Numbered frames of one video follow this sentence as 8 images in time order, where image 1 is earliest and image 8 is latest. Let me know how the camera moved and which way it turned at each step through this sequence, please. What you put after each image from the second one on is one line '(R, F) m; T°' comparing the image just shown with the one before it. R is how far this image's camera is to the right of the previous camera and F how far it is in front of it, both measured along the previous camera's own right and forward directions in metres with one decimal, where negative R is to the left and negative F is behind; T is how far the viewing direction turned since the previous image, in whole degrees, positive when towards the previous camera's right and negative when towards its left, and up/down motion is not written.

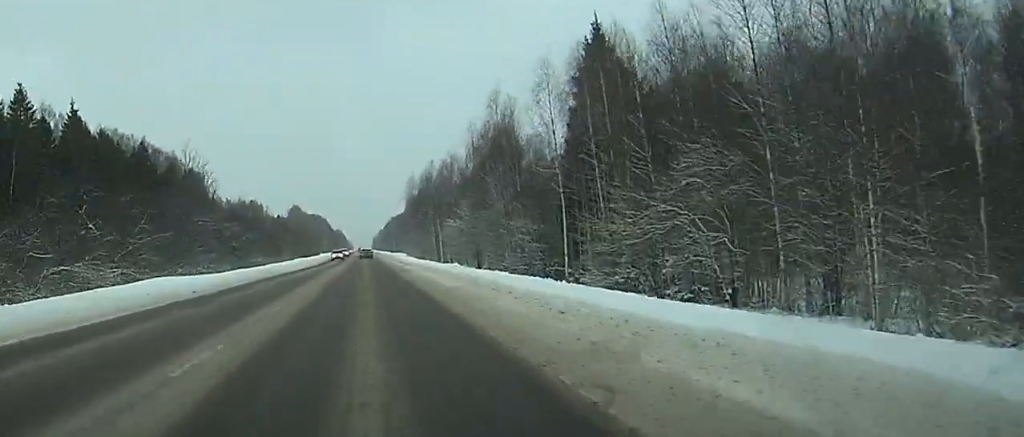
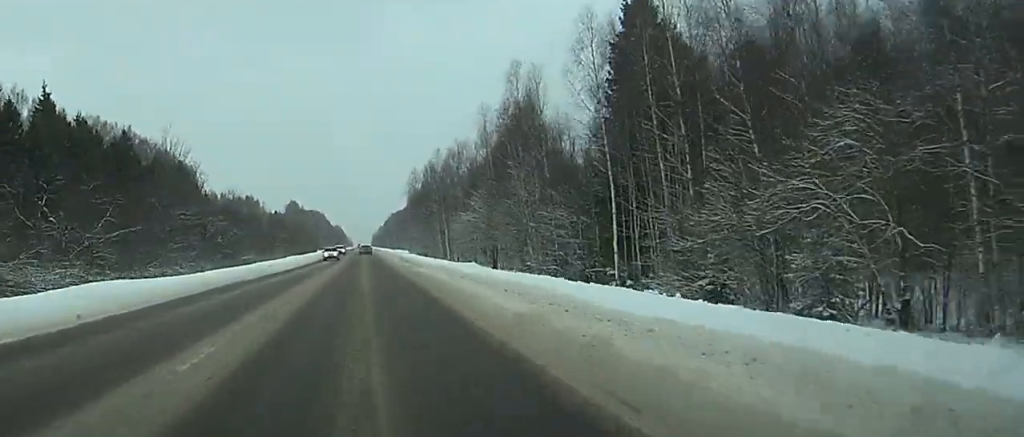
(-0.2, +11.4) m; 0°
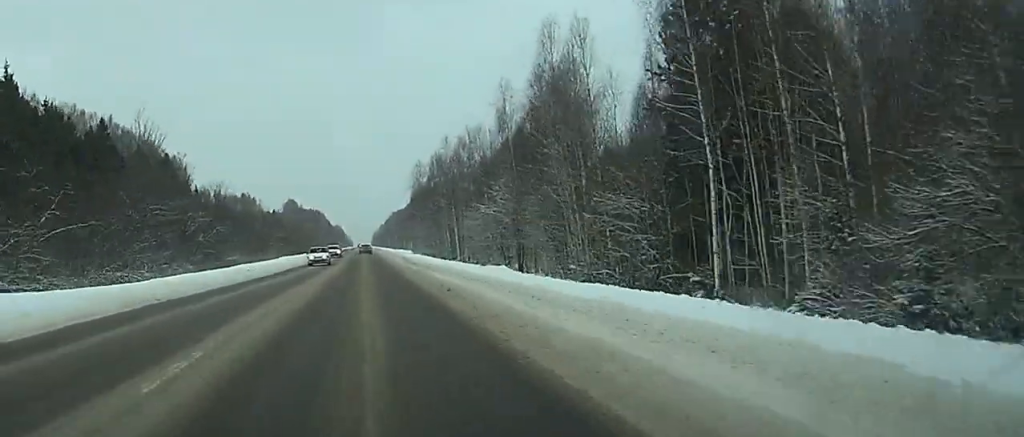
(-0.8, +13.2) m; +2°
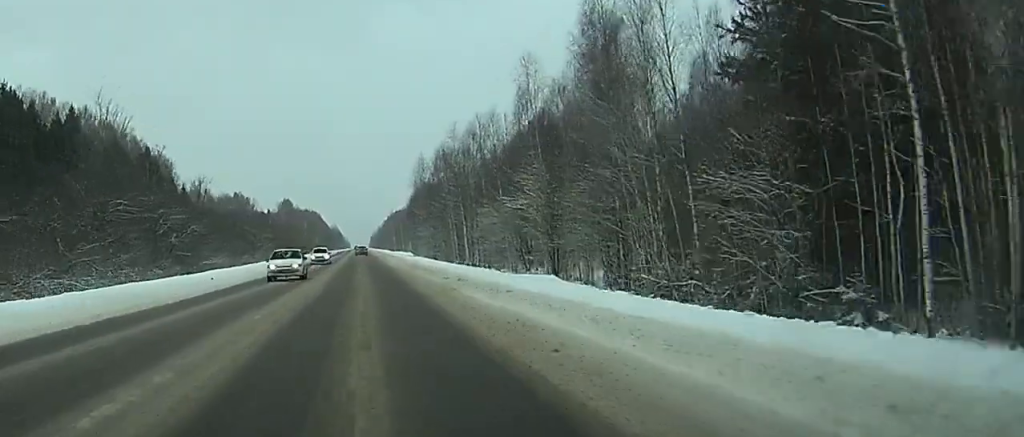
(+0.2, +13.0) m; +2°
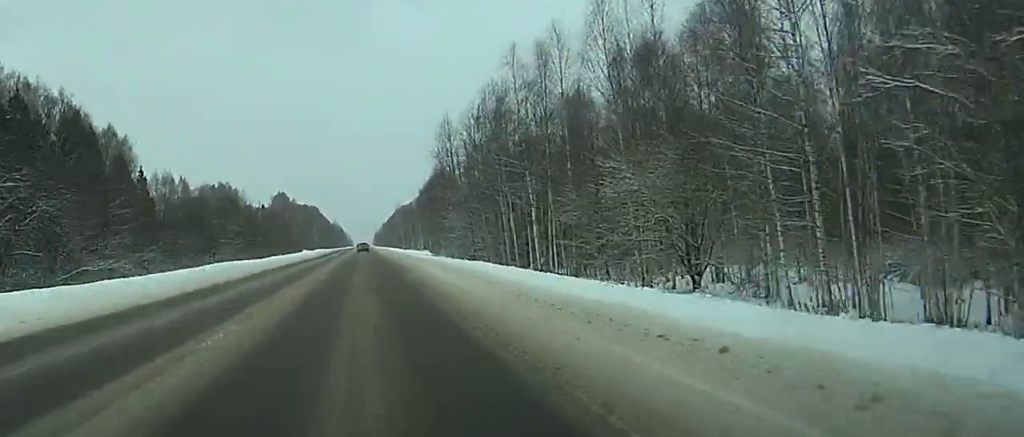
(+1.5, +41.0) m; 0°
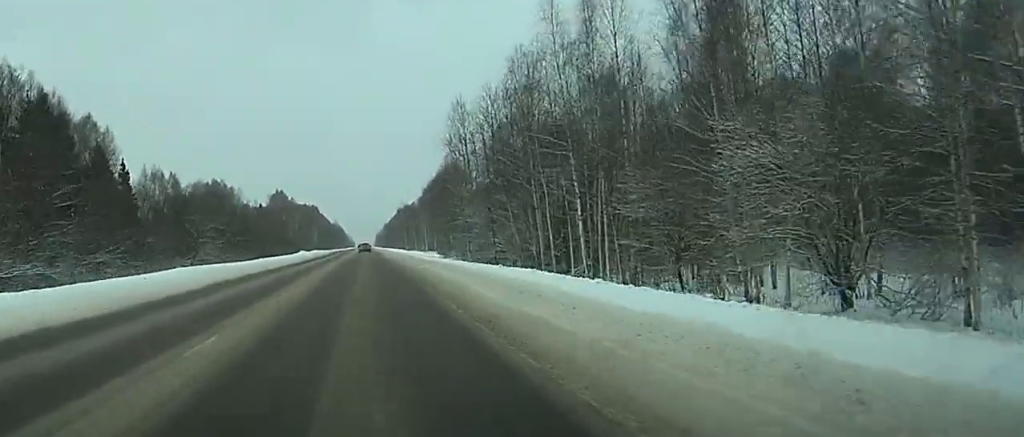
(-0.1, +13.4) m; -1°
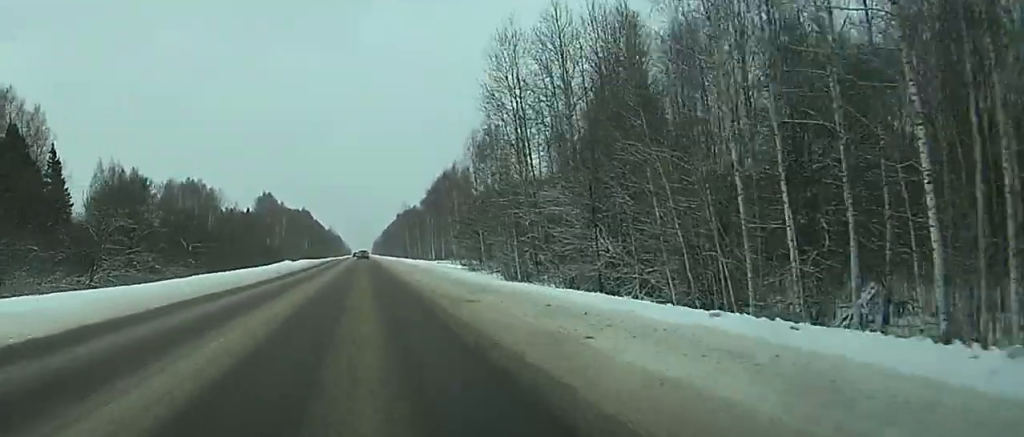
(0.0, +33.6) m; 0°
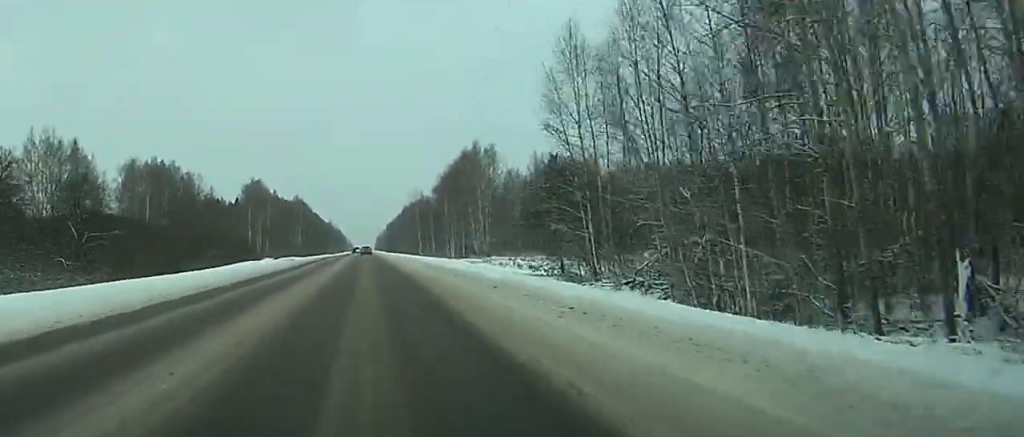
(+0.1, +40.9) m; 0°
